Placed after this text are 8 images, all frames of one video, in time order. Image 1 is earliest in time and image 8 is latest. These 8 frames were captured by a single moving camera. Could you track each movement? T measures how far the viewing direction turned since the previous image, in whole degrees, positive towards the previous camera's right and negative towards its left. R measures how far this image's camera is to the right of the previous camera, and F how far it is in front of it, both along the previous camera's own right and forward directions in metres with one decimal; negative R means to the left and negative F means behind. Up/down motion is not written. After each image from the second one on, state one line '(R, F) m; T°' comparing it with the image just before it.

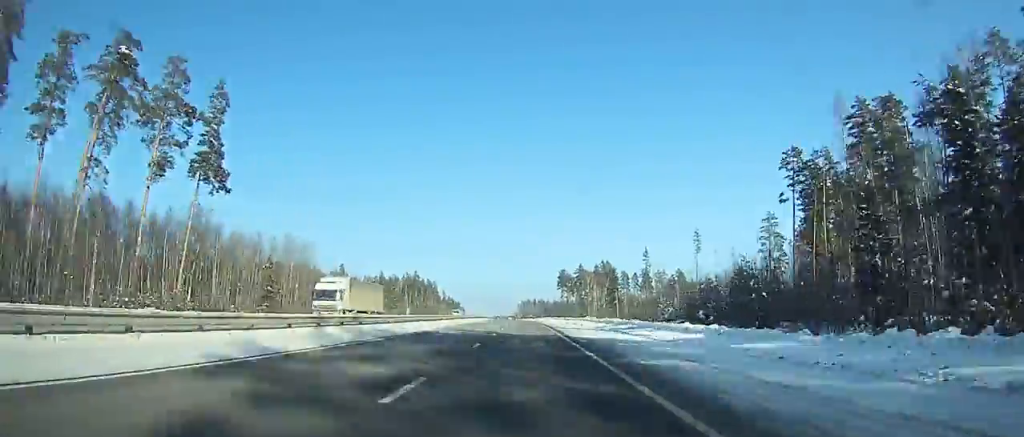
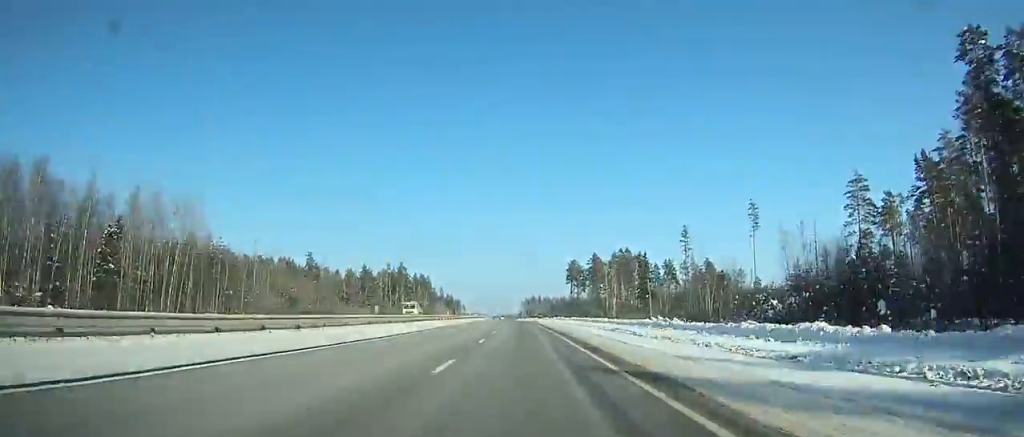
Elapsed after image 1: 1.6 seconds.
(-0.2, +45.1) m; -1°
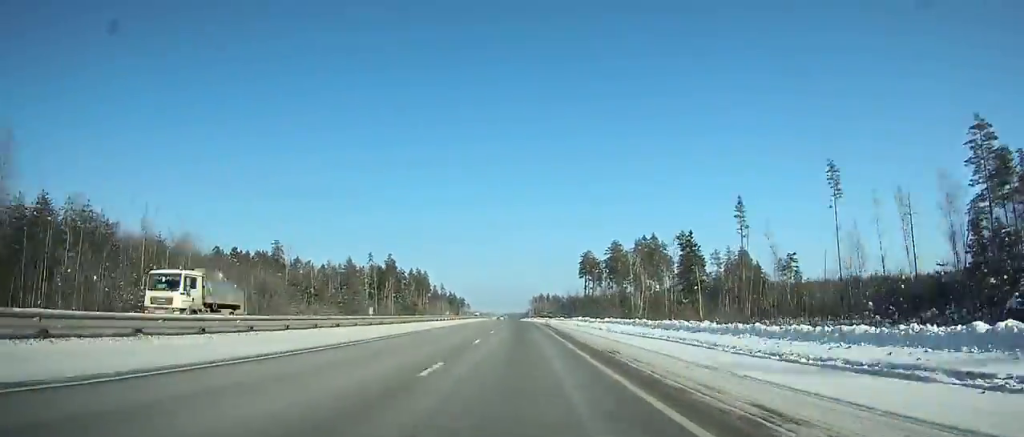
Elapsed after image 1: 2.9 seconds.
(-0.3, +36.5) m; -1°
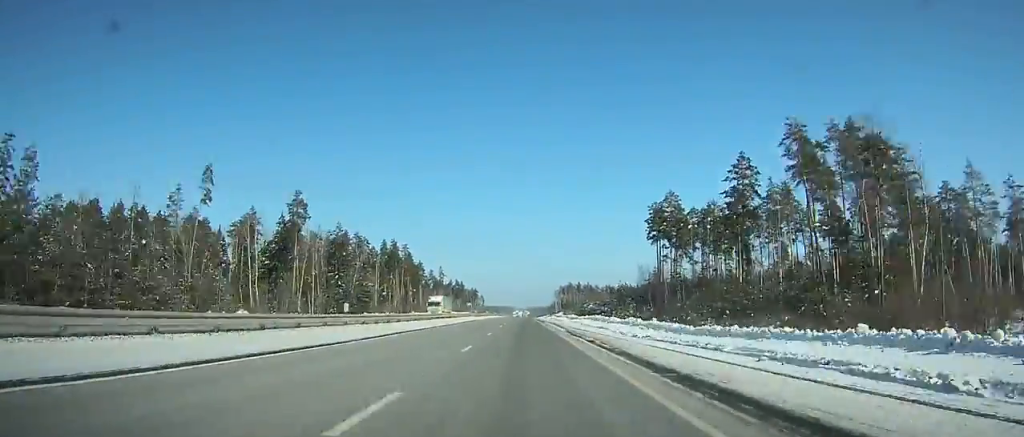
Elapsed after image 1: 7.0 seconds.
(-1.8, +114.6) m; -2°
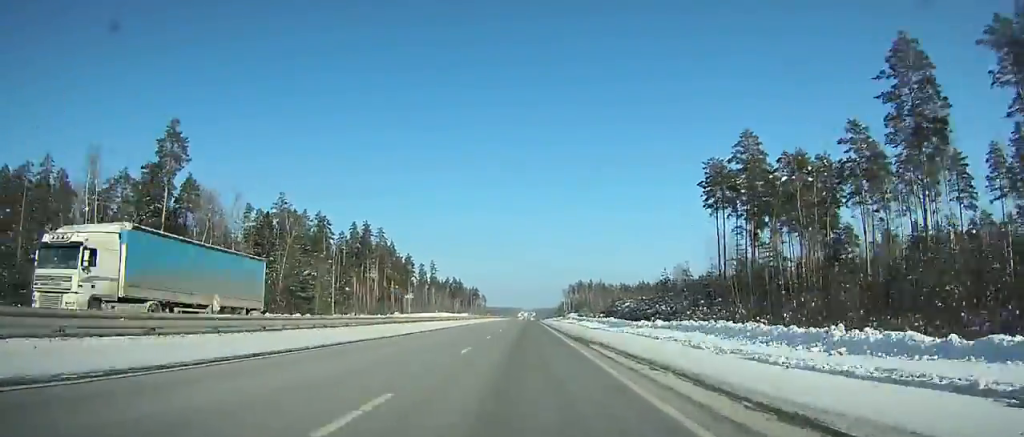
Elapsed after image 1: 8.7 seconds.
(-0.4, +47.5) m; 0°
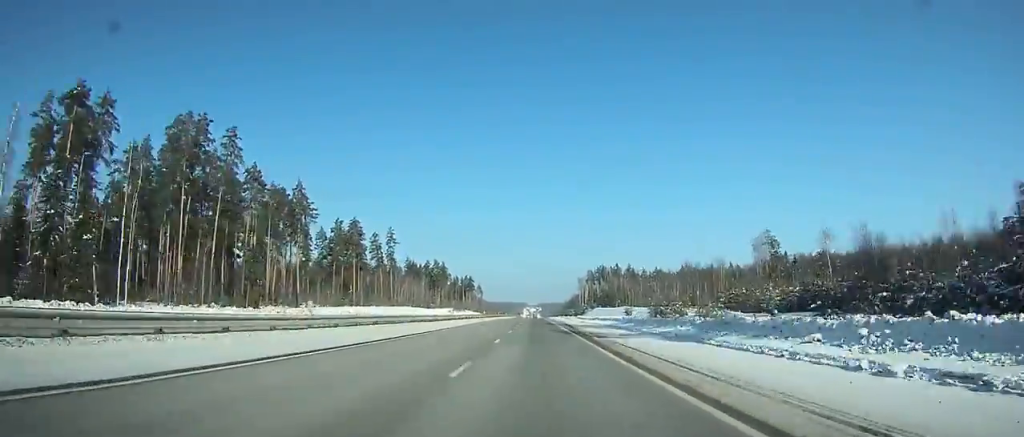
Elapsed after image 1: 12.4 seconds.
(-0.9, +103.8) m; 0°
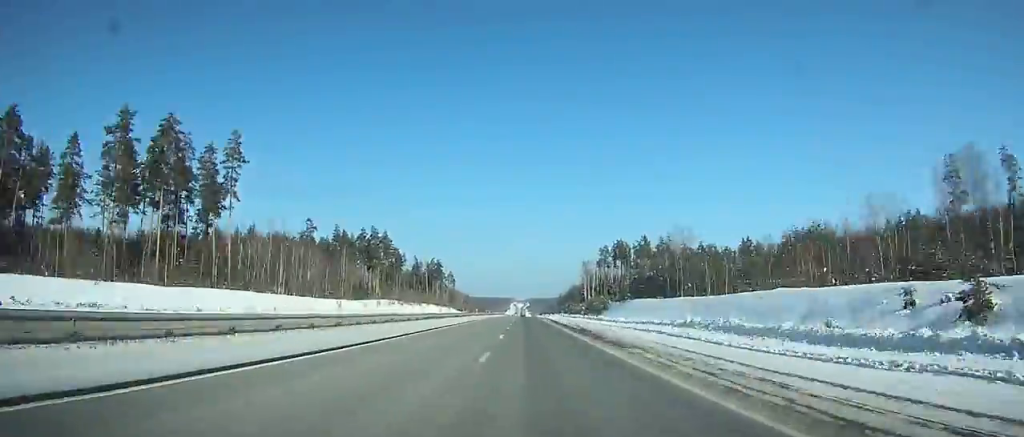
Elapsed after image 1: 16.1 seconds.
(+0.4, +104.9) m; 0°
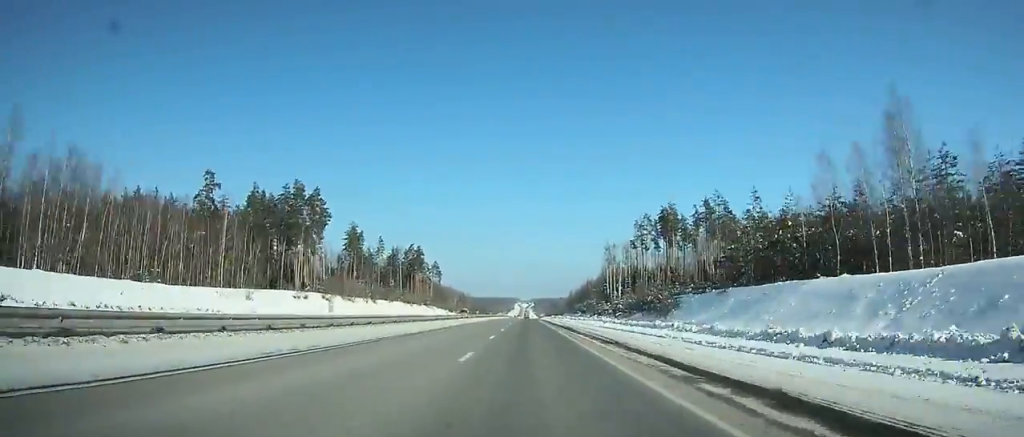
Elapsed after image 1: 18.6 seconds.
(+0.1, +71.6) m; 0°
